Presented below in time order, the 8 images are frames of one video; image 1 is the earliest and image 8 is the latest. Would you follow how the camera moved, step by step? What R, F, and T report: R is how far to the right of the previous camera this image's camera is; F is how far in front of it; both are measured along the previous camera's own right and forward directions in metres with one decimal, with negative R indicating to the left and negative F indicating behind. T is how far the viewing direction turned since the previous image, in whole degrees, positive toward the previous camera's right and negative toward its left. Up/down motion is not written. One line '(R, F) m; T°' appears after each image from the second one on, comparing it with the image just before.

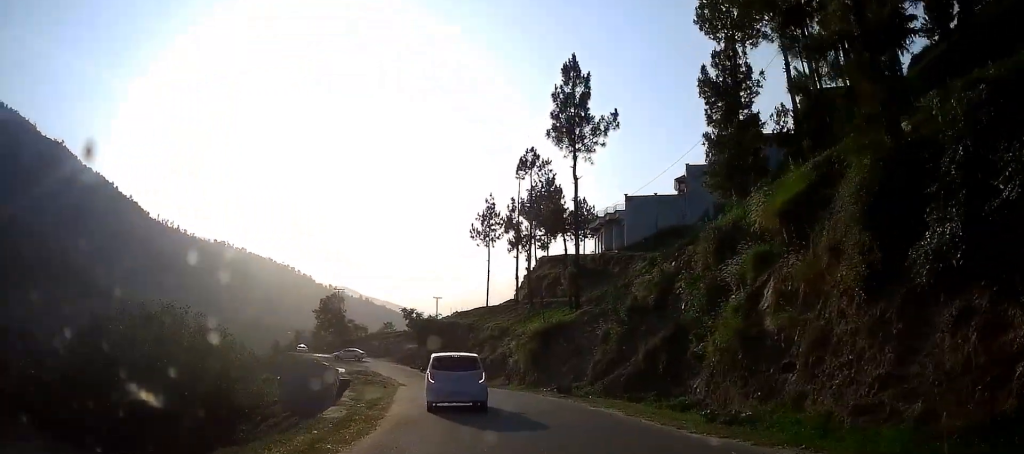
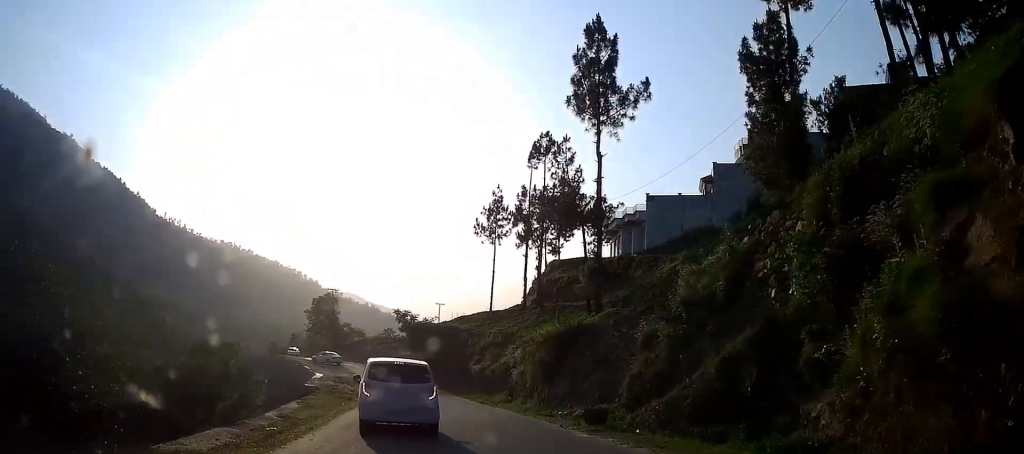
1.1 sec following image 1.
(-0.1, +7.1) m; 0°
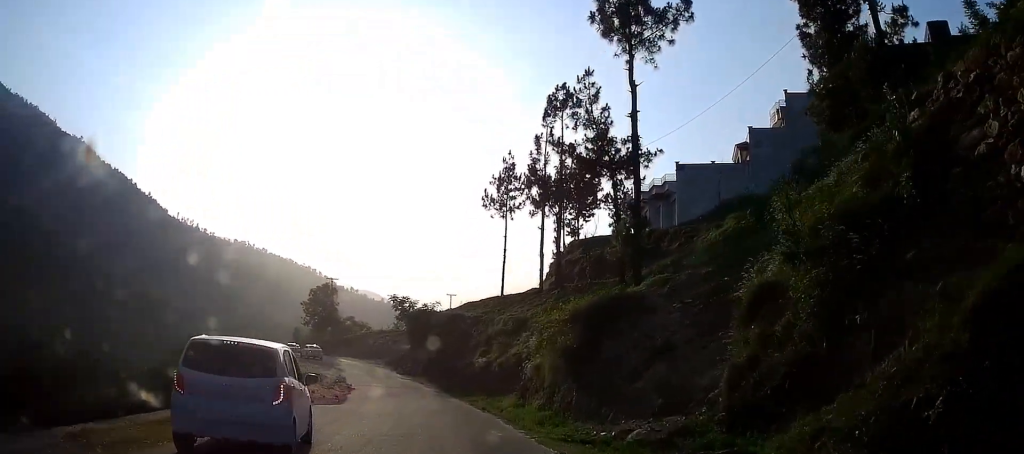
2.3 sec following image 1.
(0.0, +8.7) m; -3°
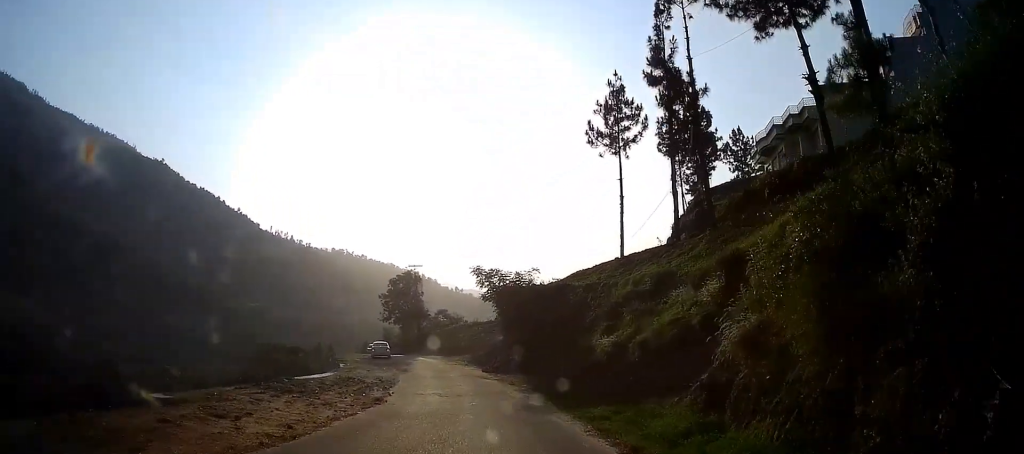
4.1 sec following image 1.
(-0.4, +12.5) m; -6°
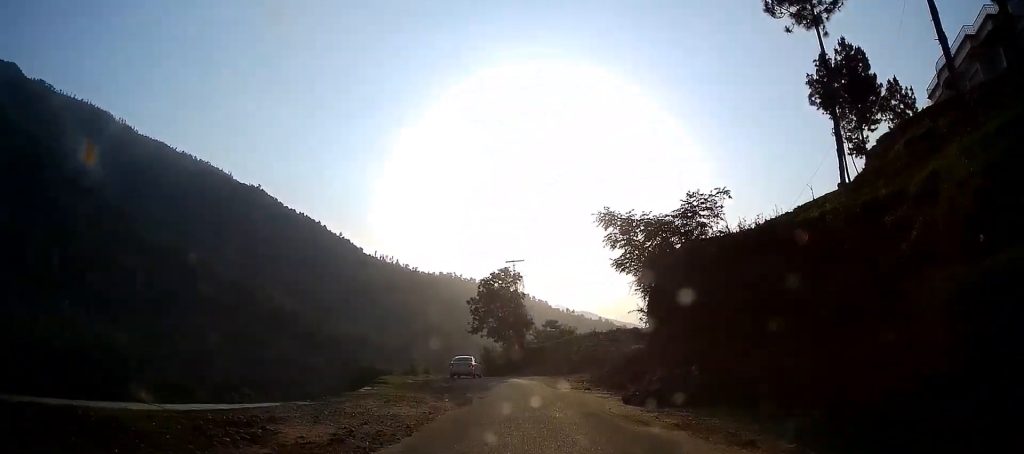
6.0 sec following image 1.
(-1.4, +15.2) m; -8°
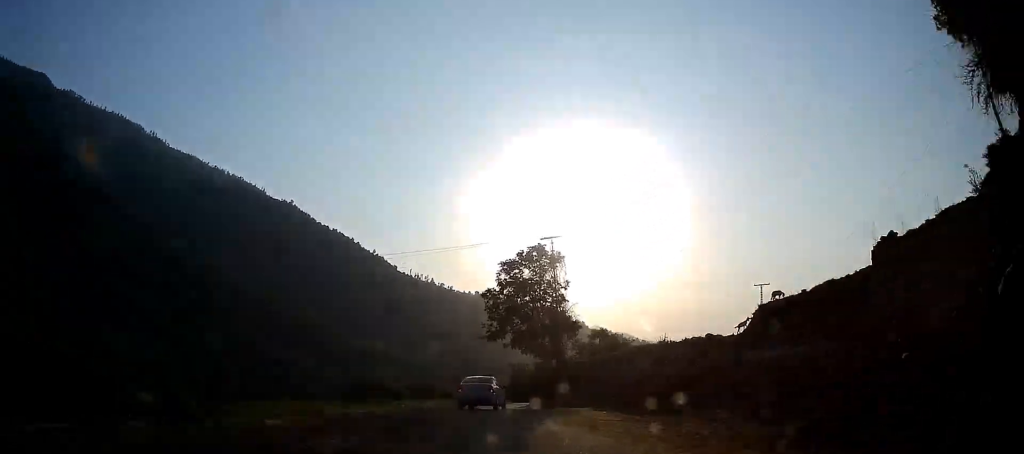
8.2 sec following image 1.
(-1.1, +17.9) m; -5°
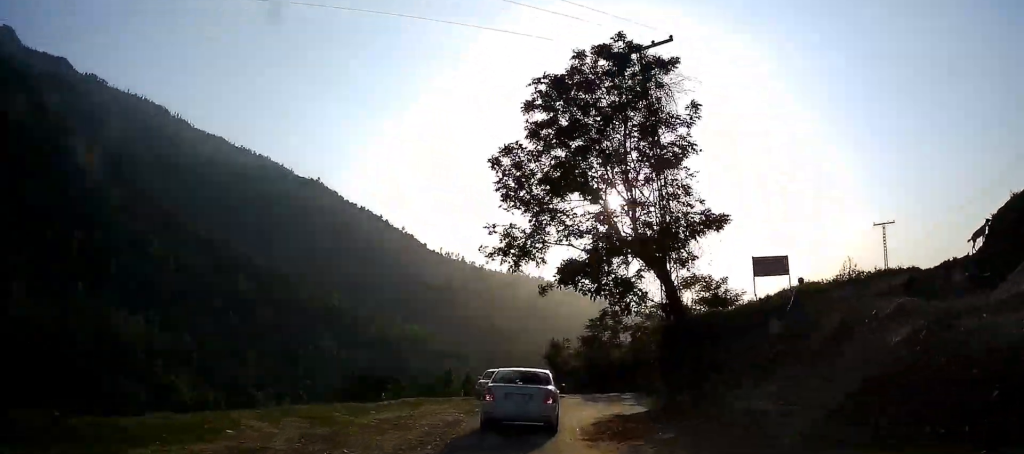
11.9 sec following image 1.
(-1.0, +24.8) m; -5°
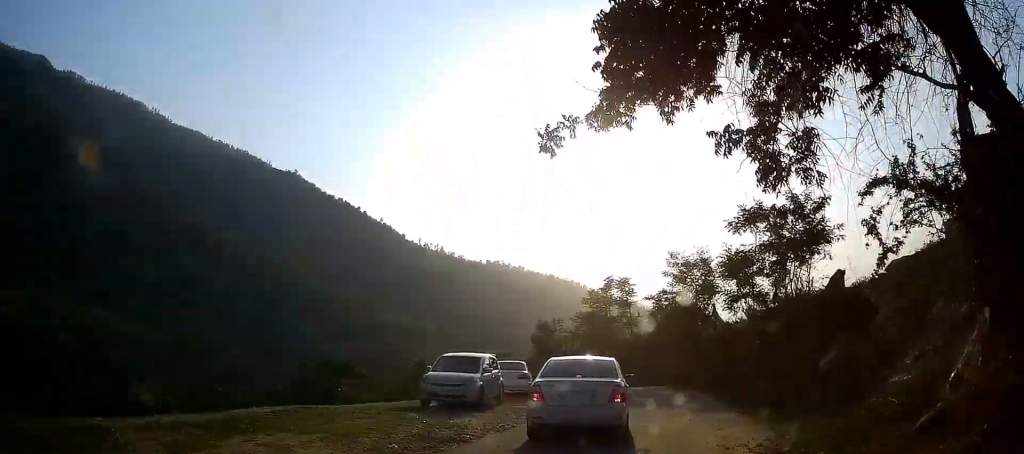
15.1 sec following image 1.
(-0.7, +14.6) m; -3°
